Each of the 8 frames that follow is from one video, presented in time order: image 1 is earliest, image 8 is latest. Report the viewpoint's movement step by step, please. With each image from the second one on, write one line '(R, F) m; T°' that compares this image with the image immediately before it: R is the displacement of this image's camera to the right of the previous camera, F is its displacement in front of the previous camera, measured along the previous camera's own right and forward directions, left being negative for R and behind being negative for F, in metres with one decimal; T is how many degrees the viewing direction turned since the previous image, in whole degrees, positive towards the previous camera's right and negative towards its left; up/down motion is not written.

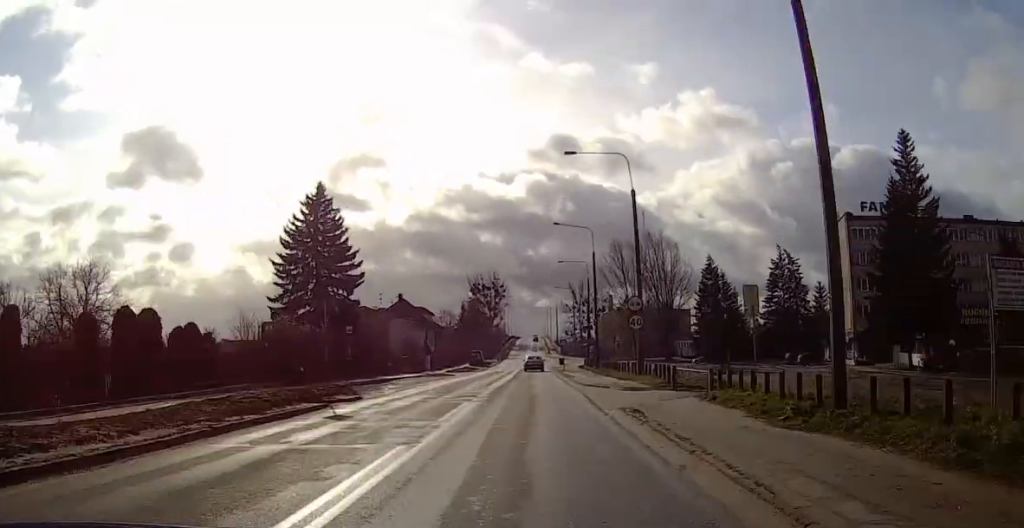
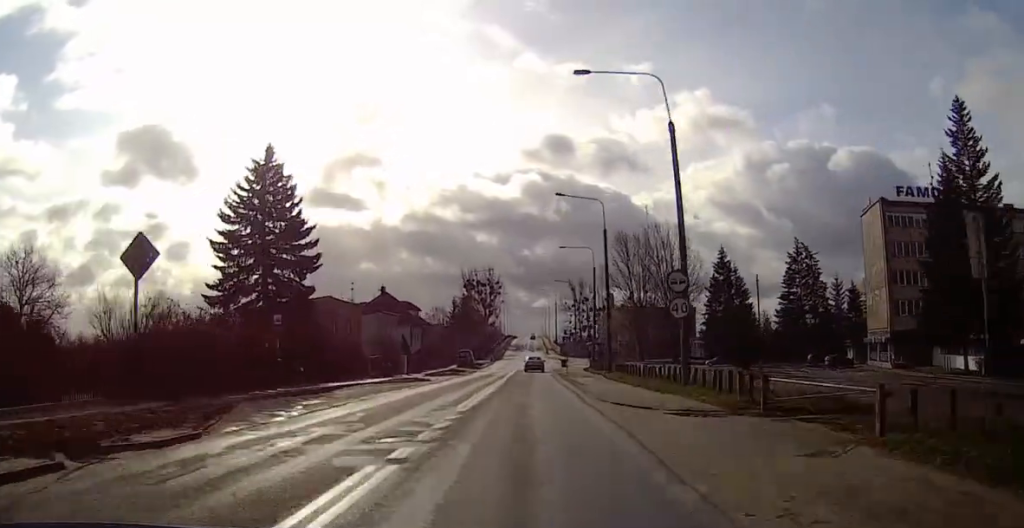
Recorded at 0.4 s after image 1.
(-0.2, +12.0) m; 0°
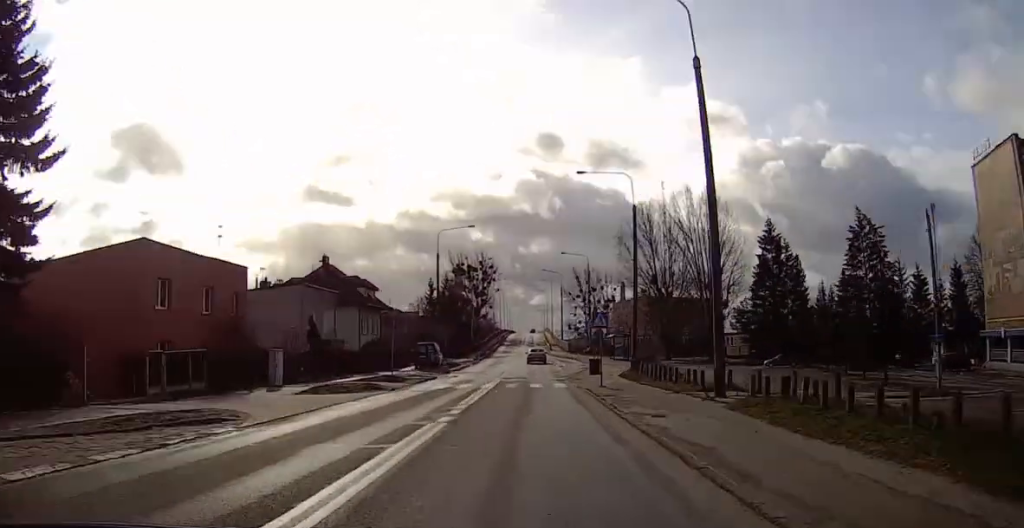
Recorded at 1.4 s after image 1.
(+0.9, +30.3) m; +1°
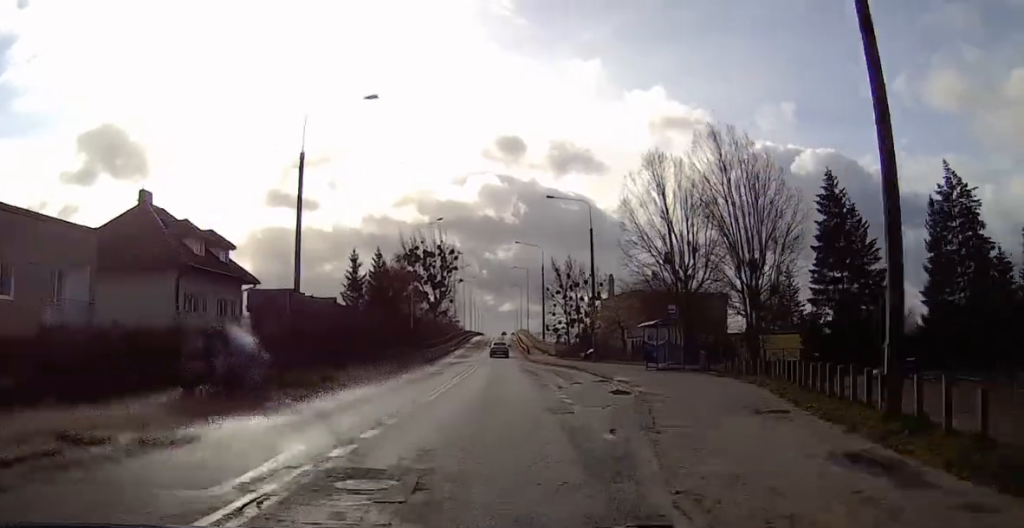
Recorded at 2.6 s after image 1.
(-0.5, +34.0) m; 0°
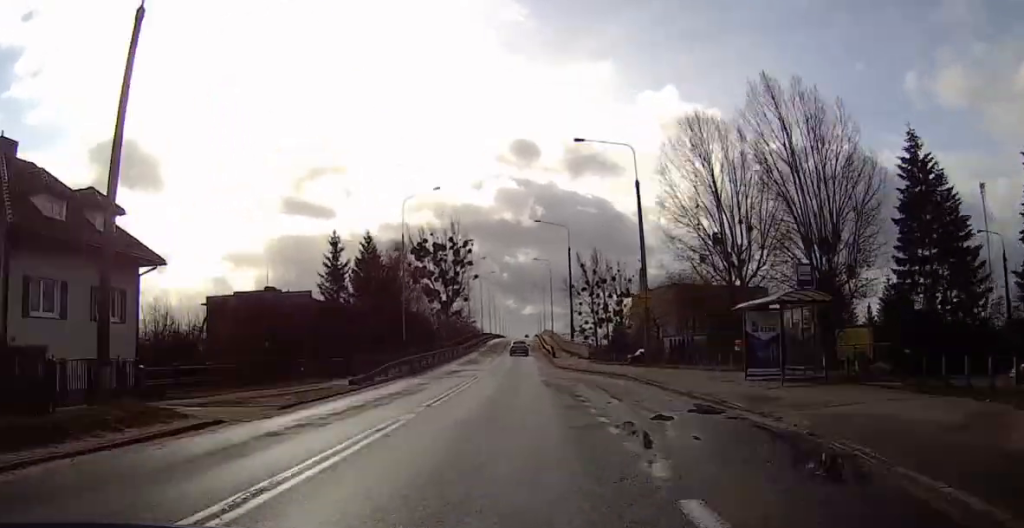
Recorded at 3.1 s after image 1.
(+0.3, +15.4) m; 0°
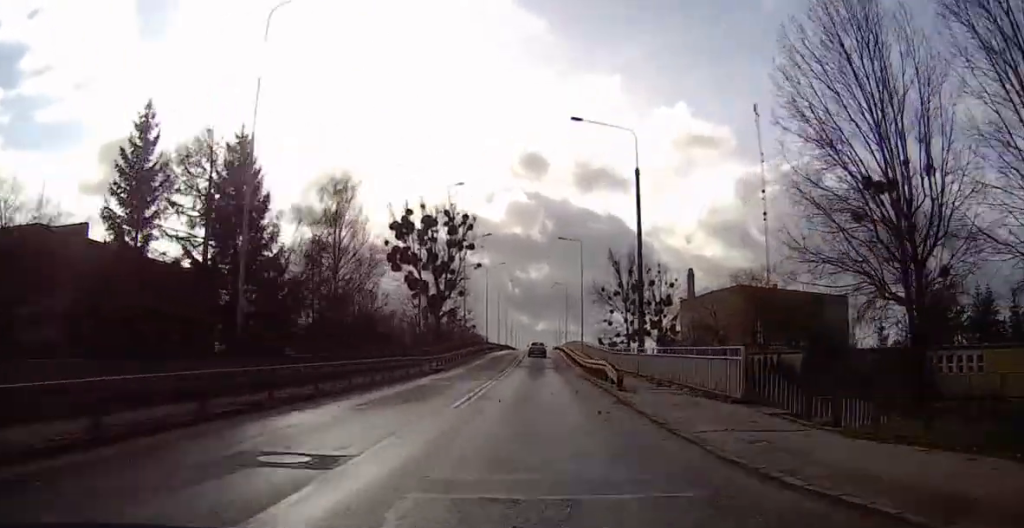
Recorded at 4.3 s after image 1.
(-0.6, +34.0) m; -1°
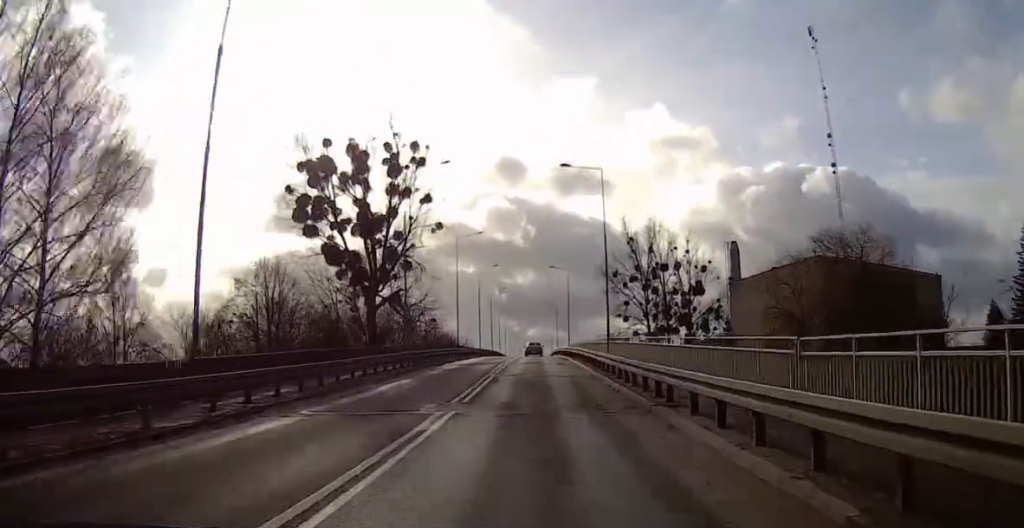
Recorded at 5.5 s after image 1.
(+0.1, +34.3) m; 0°
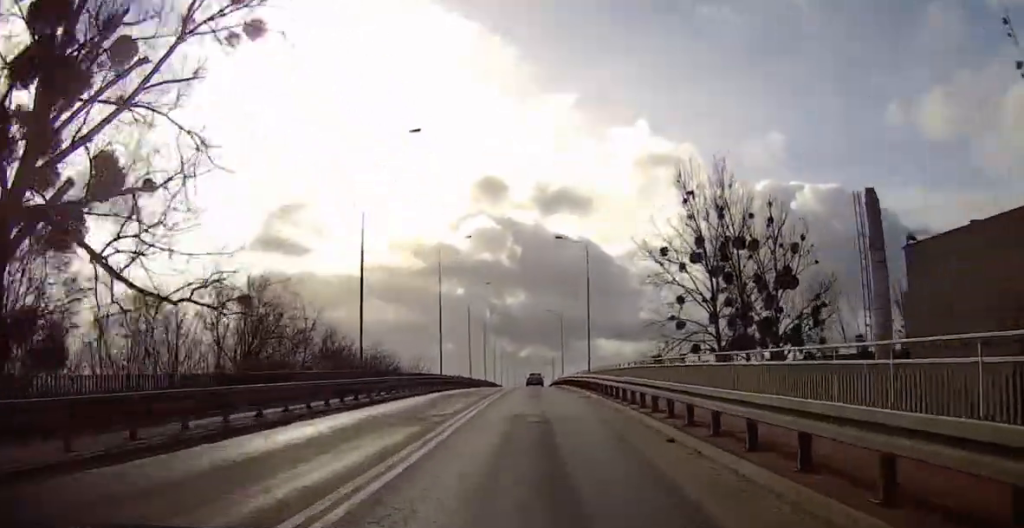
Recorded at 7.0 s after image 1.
(-0.4, +43.9) m; +1°
